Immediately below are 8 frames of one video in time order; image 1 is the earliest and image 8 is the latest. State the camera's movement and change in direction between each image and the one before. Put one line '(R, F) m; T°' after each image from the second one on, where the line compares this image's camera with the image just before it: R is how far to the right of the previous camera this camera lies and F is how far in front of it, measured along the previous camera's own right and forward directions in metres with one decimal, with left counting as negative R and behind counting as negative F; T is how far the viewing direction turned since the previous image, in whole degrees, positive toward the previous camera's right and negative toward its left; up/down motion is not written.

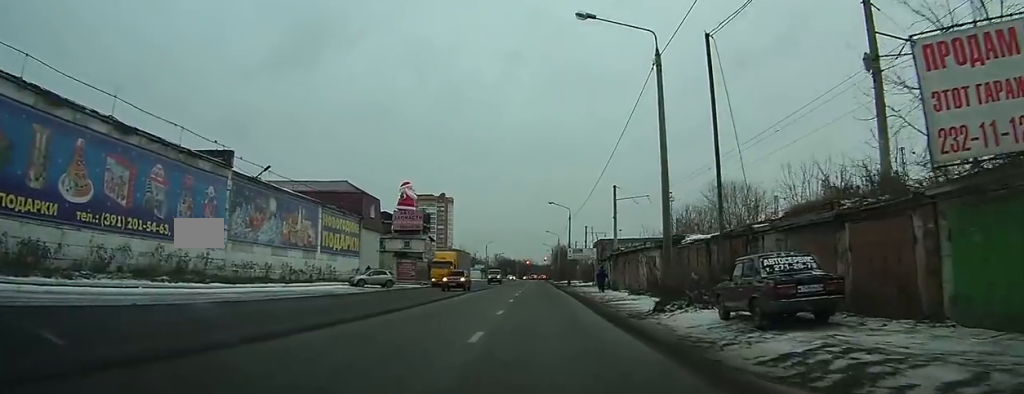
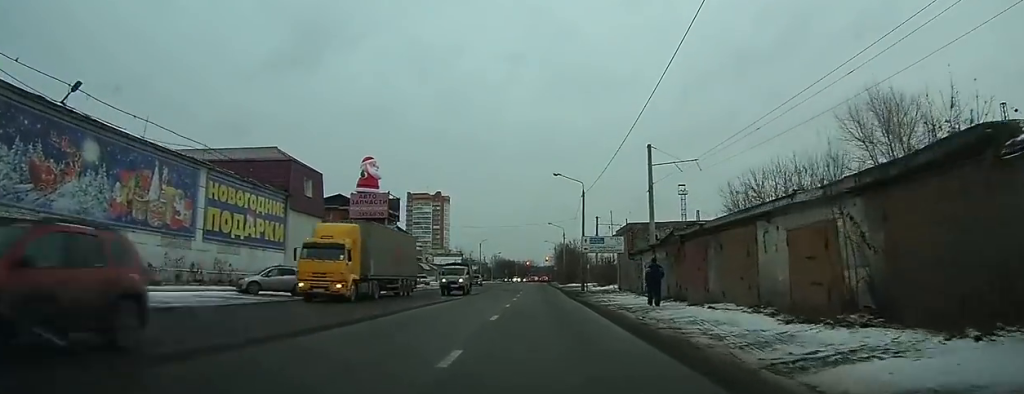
(+0.1, +19.9) m; +1°
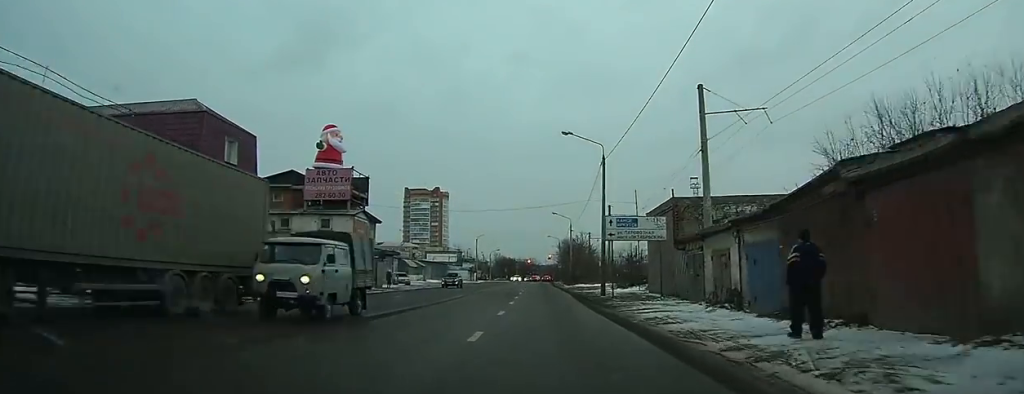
(+0.1, +13.6) m; 0°
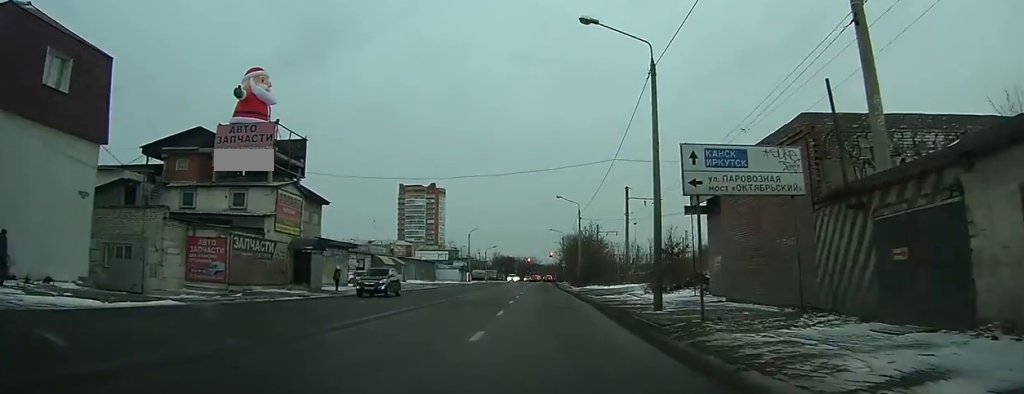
(-0.1, +15.5) m; -1°
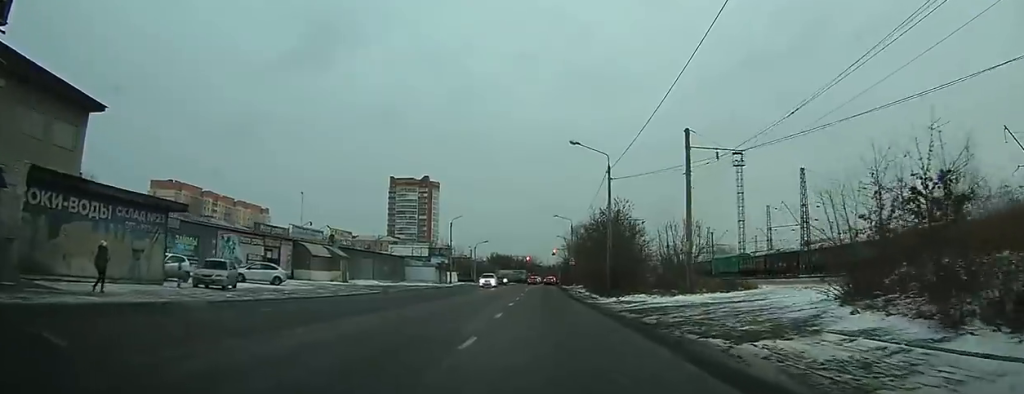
(-0.9, +25.5) m; -3°
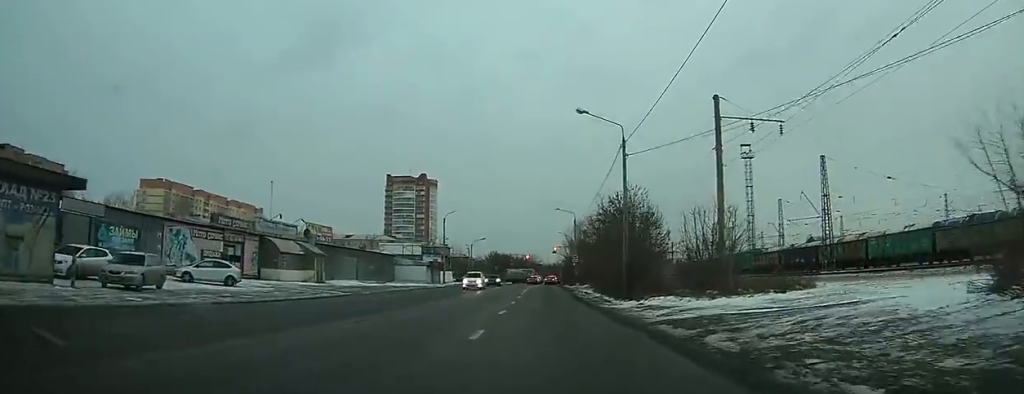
(-0.1, +6.7) m; 0°
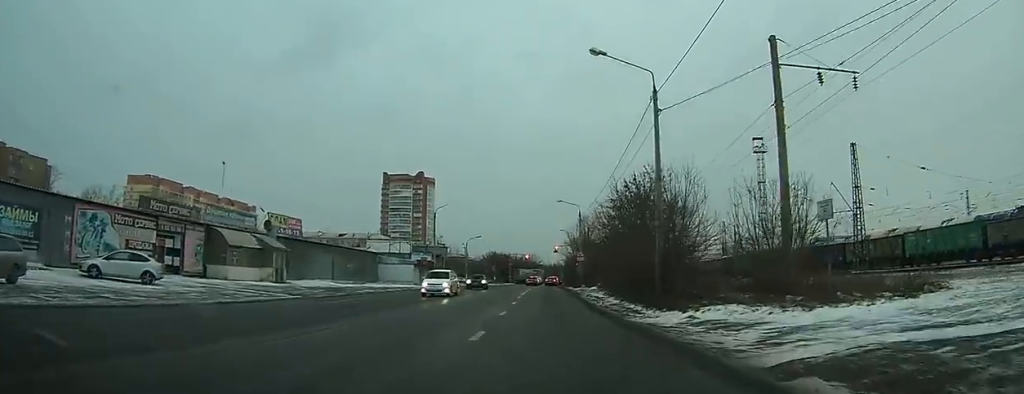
(+0.1, +8.1) m; +1°
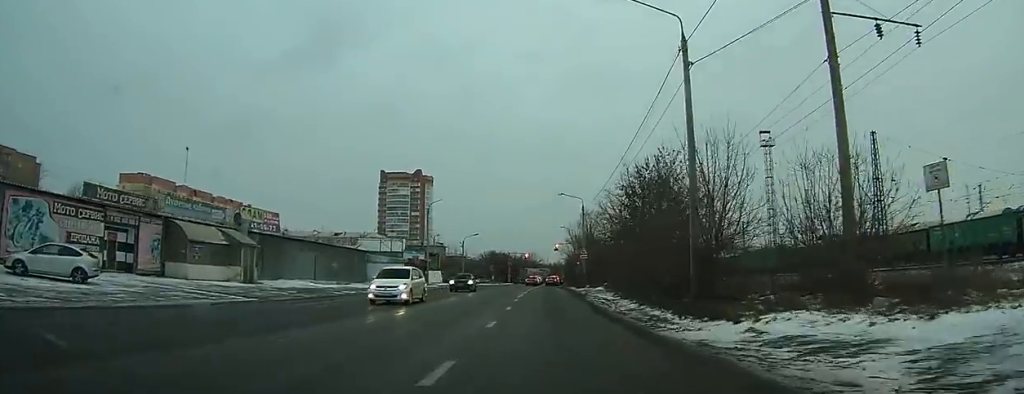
(0.0, +4.8) m; 0°
